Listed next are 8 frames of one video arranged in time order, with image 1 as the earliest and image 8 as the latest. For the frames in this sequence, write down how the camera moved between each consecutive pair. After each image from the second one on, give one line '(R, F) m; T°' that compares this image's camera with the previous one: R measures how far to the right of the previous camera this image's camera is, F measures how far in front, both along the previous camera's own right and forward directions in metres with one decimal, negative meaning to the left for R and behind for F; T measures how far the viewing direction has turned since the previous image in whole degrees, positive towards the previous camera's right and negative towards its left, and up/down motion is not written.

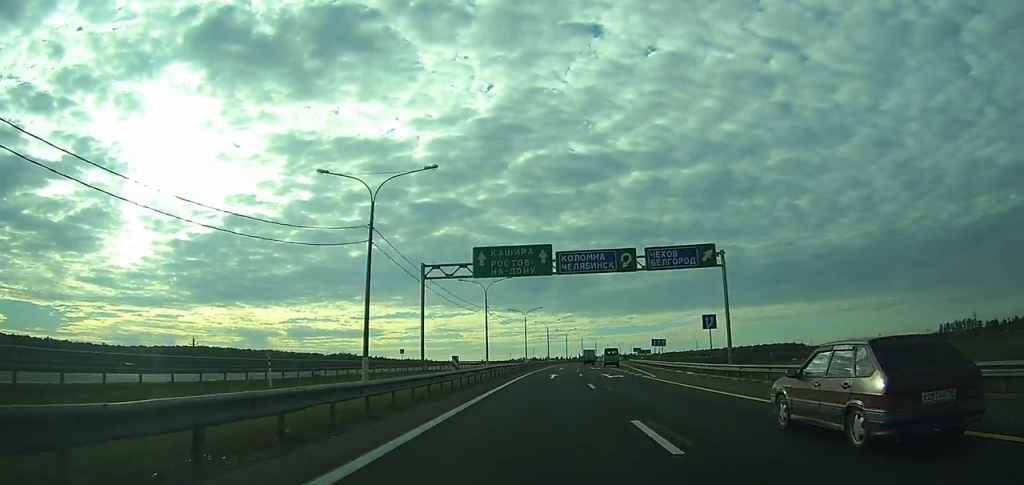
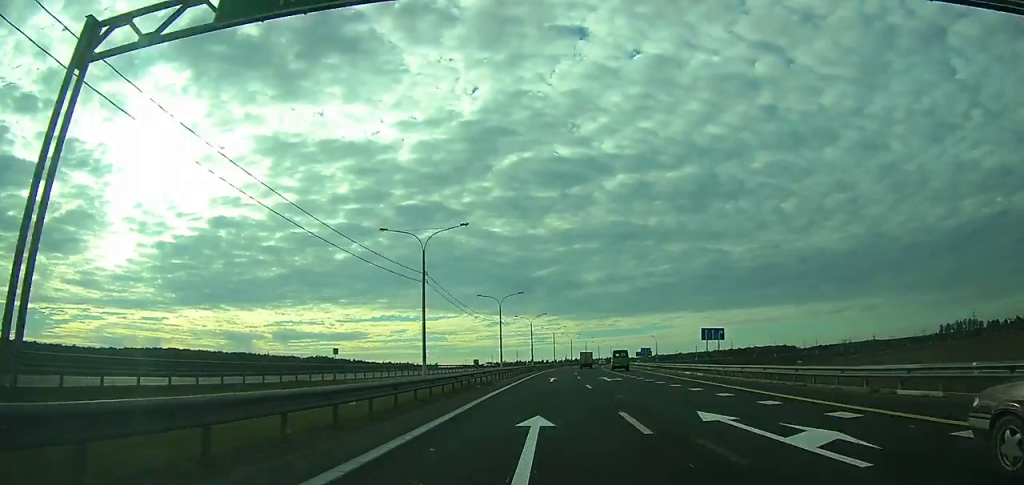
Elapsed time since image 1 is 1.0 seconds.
(+0.5, +31.2) m; +1°
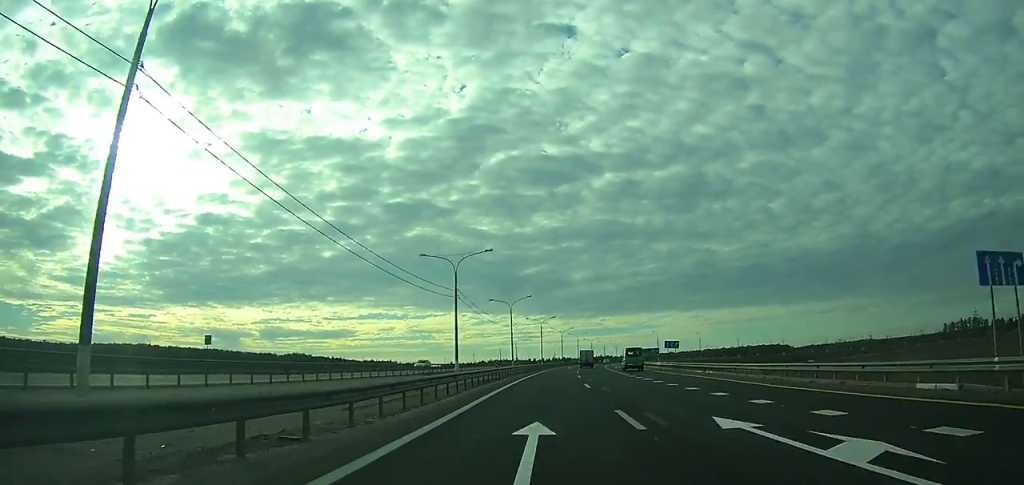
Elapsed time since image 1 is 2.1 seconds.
(0.0, +33.0) m; +1°
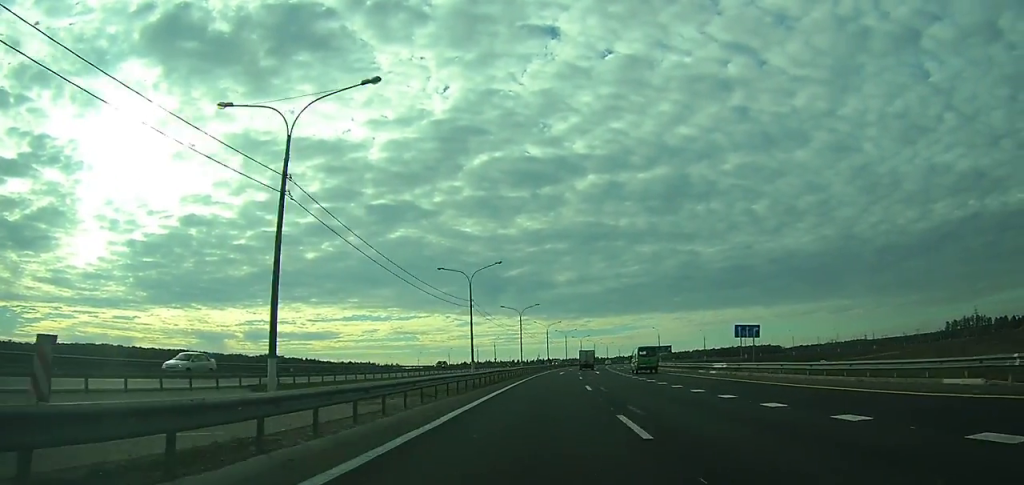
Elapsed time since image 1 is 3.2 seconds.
(+0.8, +31.5) m; +2°
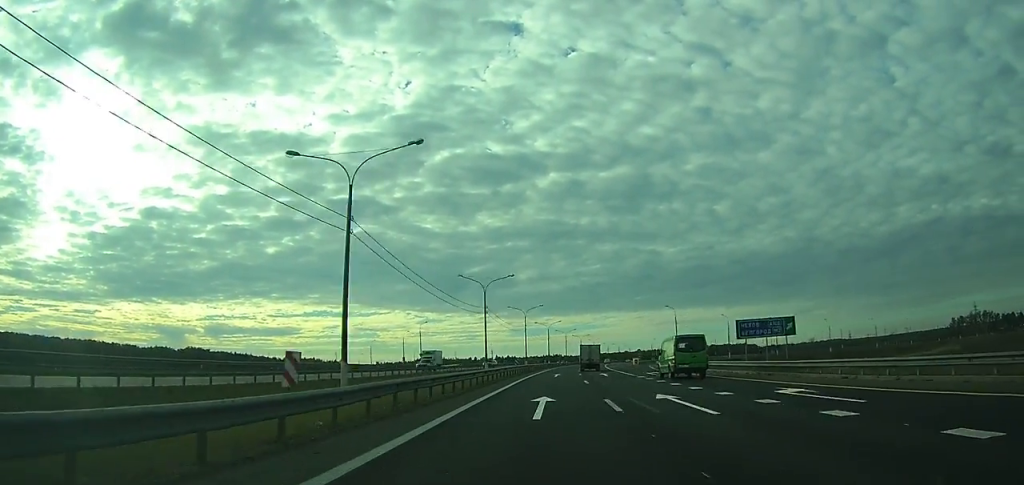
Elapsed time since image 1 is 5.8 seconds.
(+1.8, +67.9) m; +3°
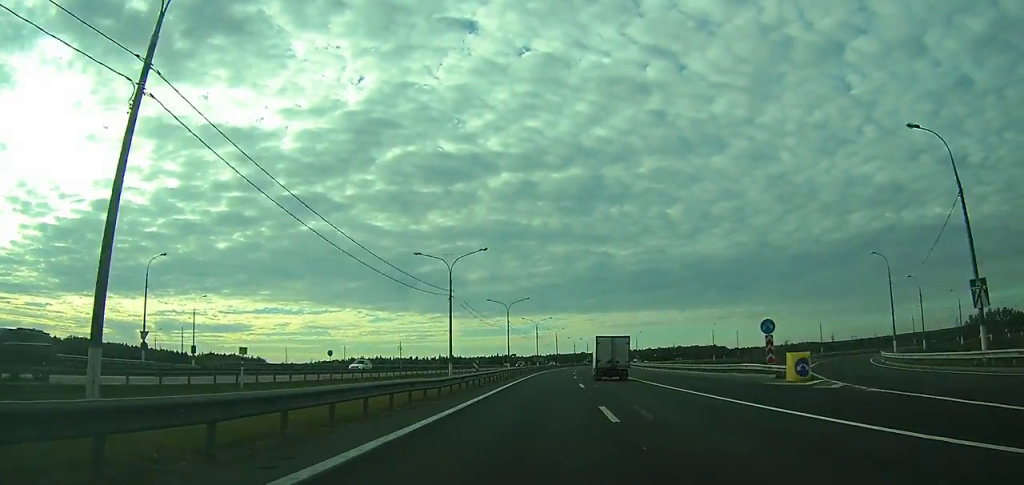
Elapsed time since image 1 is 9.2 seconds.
(+4.0, +92.1) m; +5°
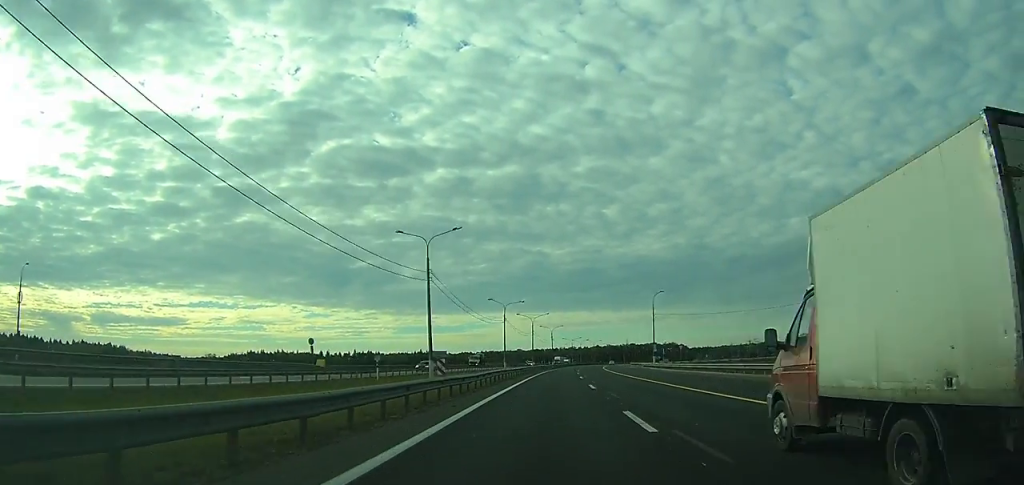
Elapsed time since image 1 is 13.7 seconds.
(+7.0, +130.8) m; +6°
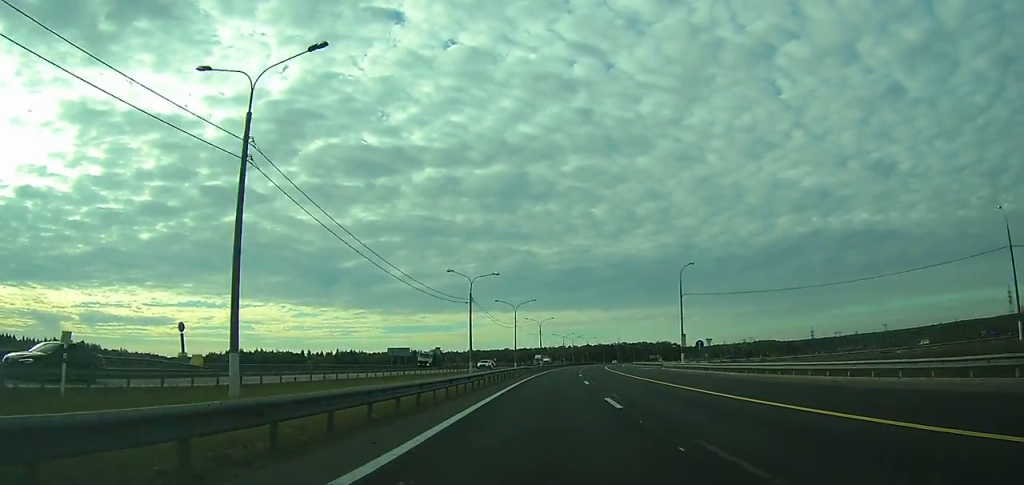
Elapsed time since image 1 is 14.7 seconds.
(+0.5, +27.0) m; +2°
